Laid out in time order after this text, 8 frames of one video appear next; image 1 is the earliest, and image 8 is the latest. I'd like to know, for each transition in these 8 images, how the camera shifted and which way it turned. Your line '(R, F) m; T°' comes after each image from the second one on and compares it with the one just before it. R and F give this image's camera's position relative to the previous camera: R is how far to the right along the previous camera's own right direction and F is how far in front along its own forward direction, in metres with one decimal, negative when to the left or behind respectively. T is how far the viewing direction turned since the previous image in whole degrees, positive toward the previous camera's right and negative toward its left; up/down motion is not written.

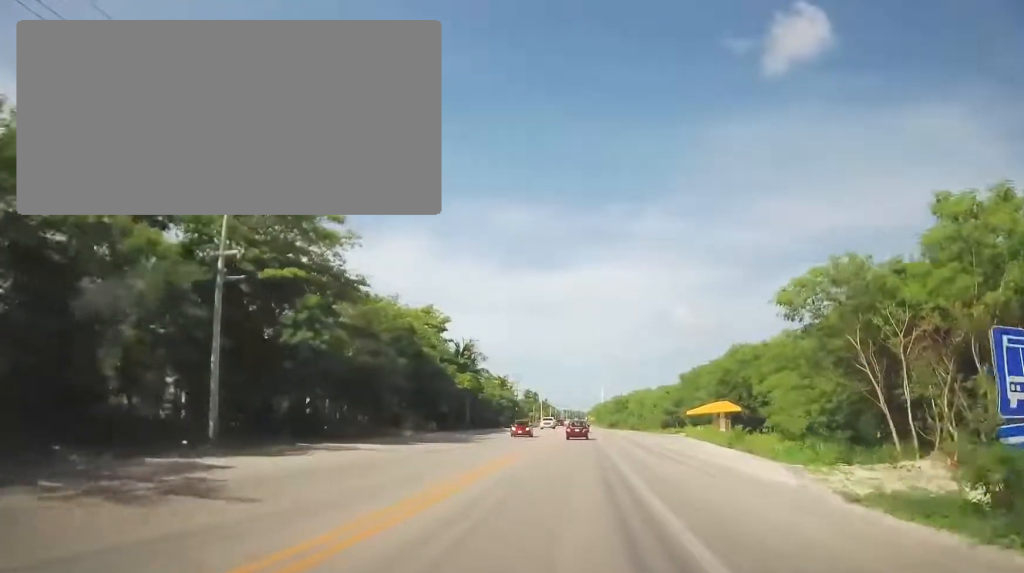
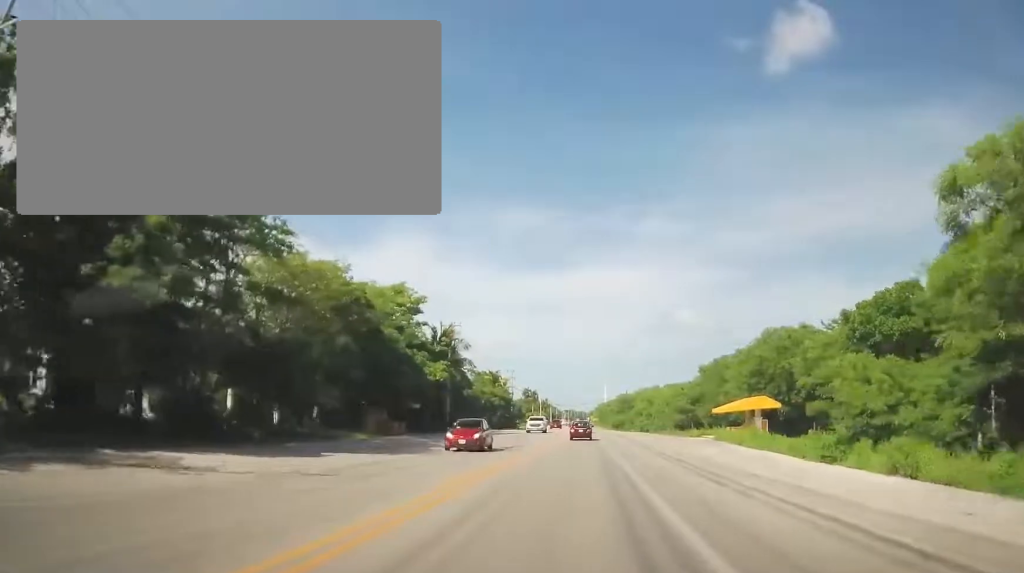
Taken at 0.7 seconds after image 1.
(+0.1, +12.5) m; 0°
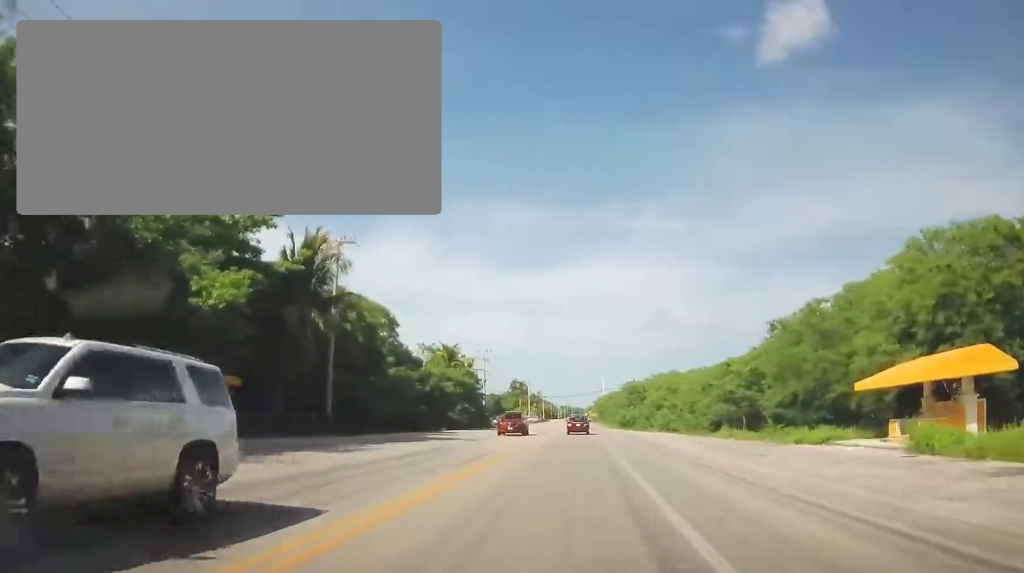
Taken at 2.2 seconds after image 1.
(+0.2, +30.4) m; 0°
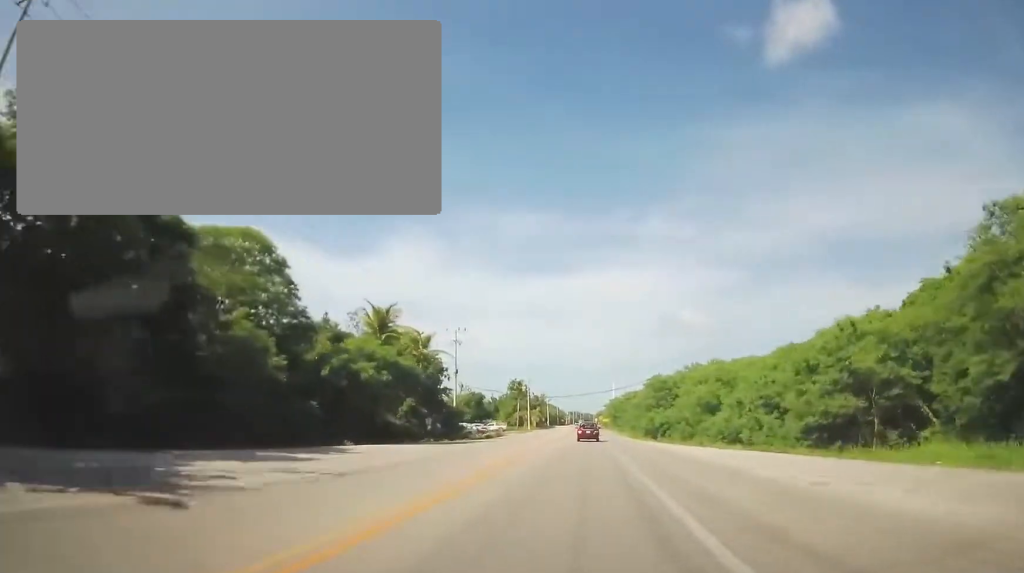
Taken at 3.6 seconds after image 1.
(0.0, +26.1) m; 0°
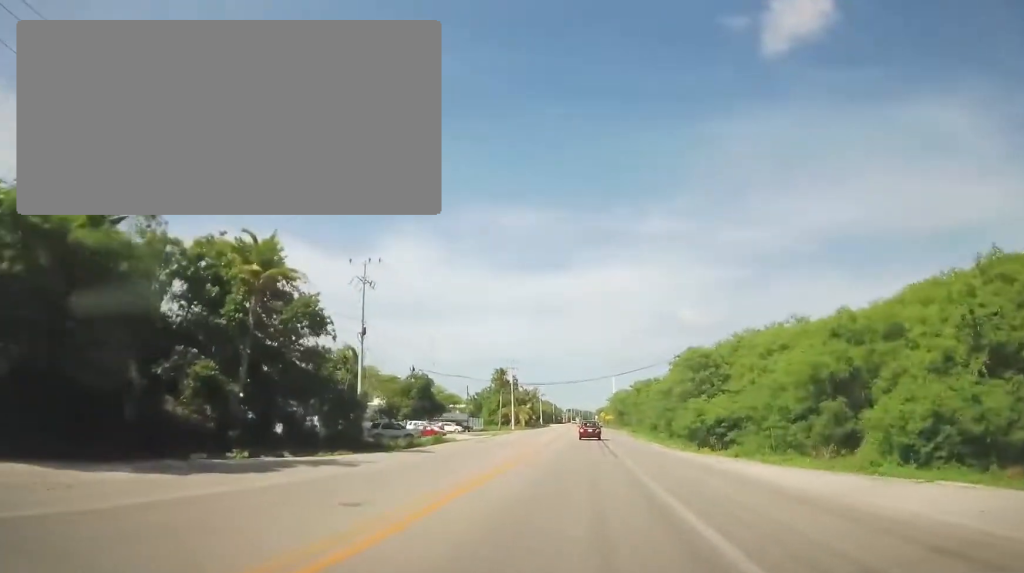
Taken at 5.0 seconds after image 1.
(0.0, +27.3) m; 0°
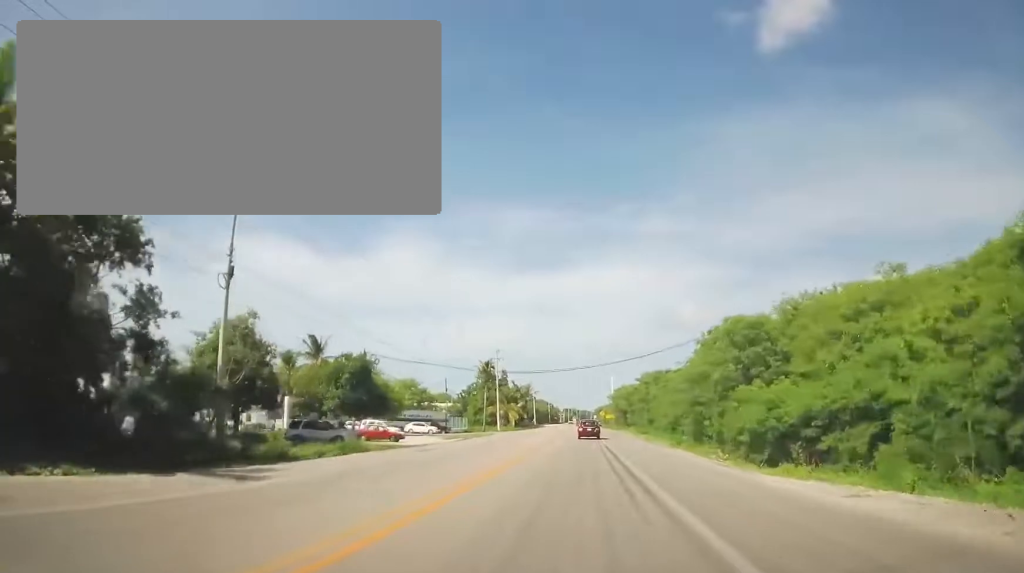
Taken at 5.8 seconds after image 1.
(0.0, +15.0) m; +1°
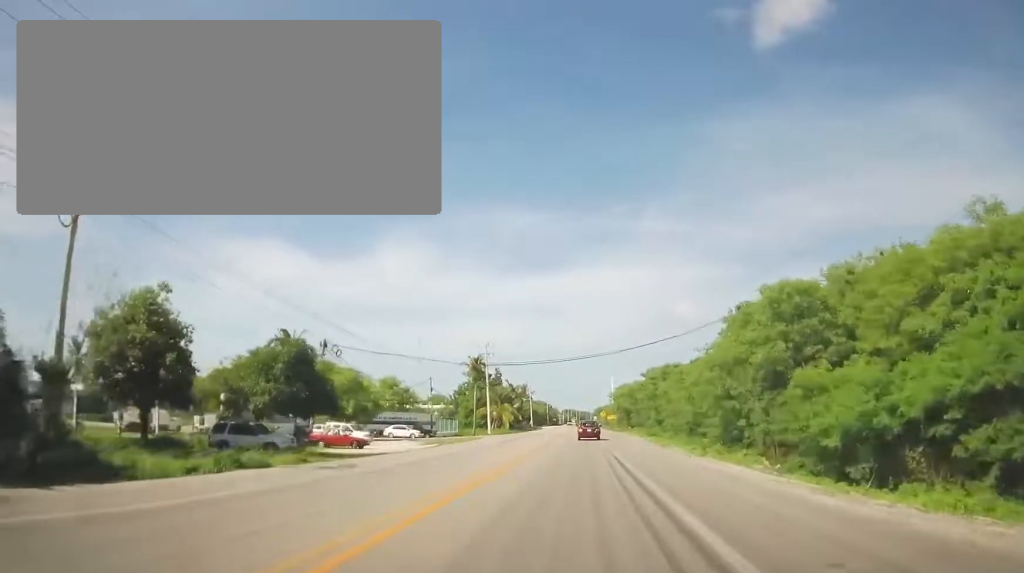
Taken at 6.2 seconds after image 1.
(0.0, +8.5) m; 0°
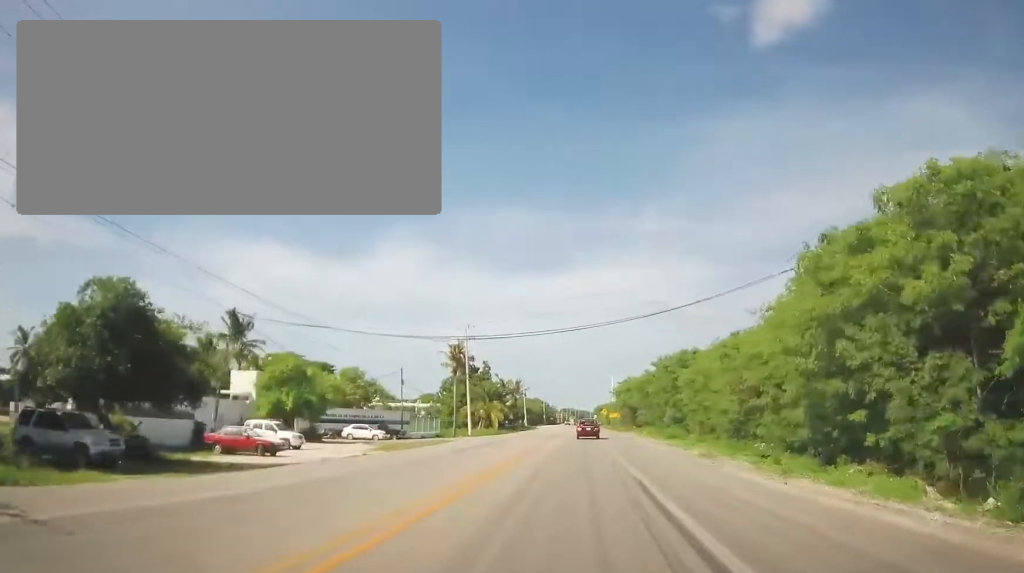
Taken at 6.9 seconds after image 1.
(+0.2, +12.9) m; -1°
